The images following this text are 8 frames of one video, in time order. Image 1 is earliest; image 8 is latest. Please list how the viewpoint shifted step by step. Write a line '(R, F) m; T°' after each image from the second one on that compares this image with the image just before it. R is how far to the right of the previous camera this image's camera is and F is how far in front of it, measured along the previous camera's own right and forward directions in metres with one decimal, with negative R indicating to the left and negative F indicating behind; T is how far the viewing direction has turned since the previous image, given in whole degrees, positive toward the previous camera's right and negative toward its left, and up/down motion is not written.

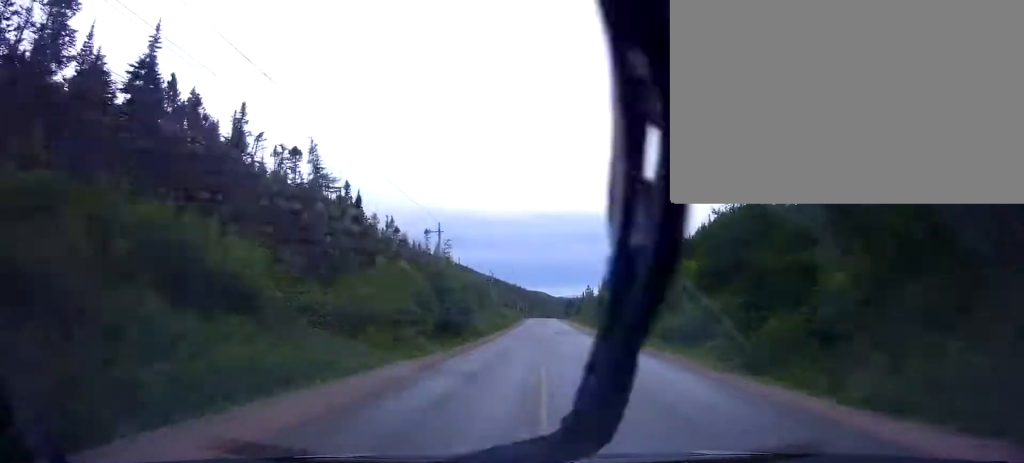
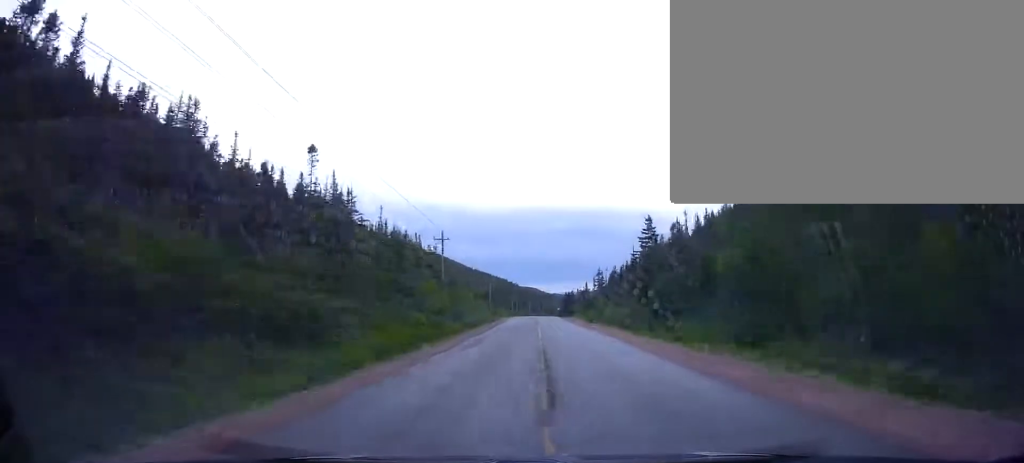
(+0.1, +53.9) m; +1°
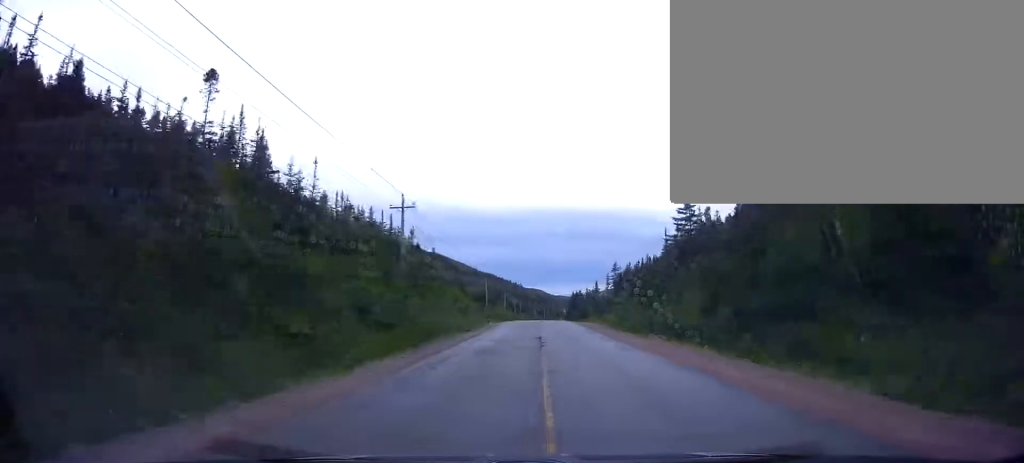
(+0.1, +21.1) m; 0°
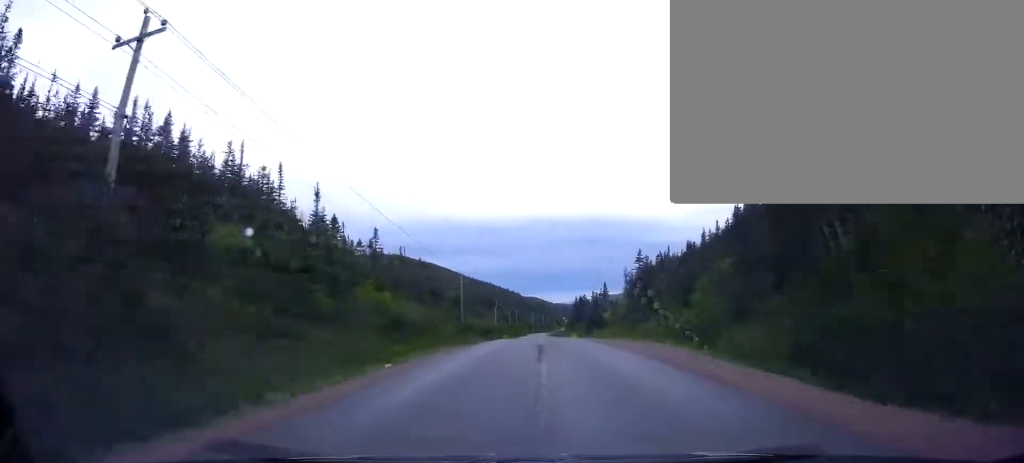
(-0.1, +32.2) m; -1°
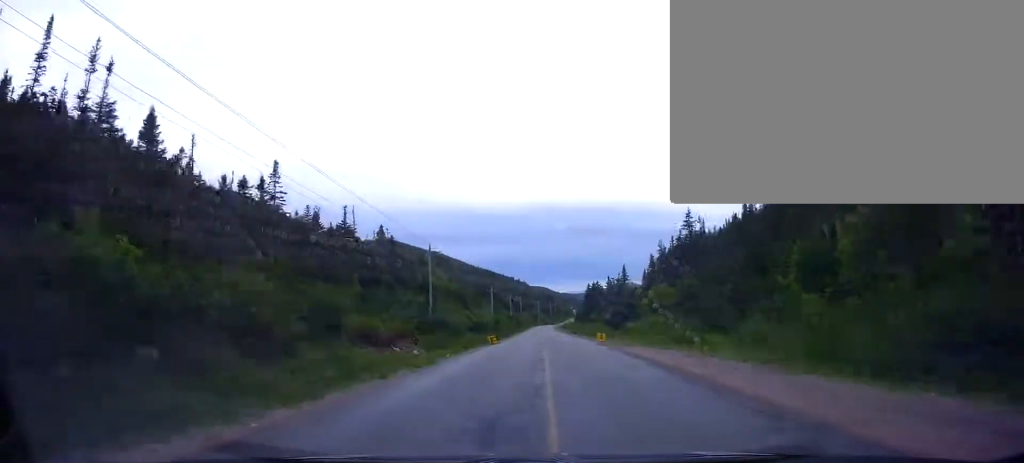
(-0.1, +26.3) m; 0°
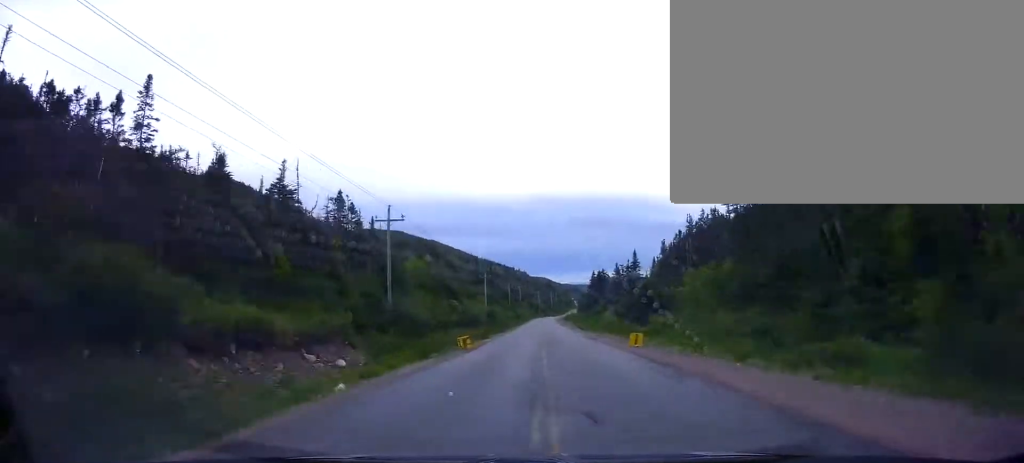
(-0.1, +15.0) m; 0°
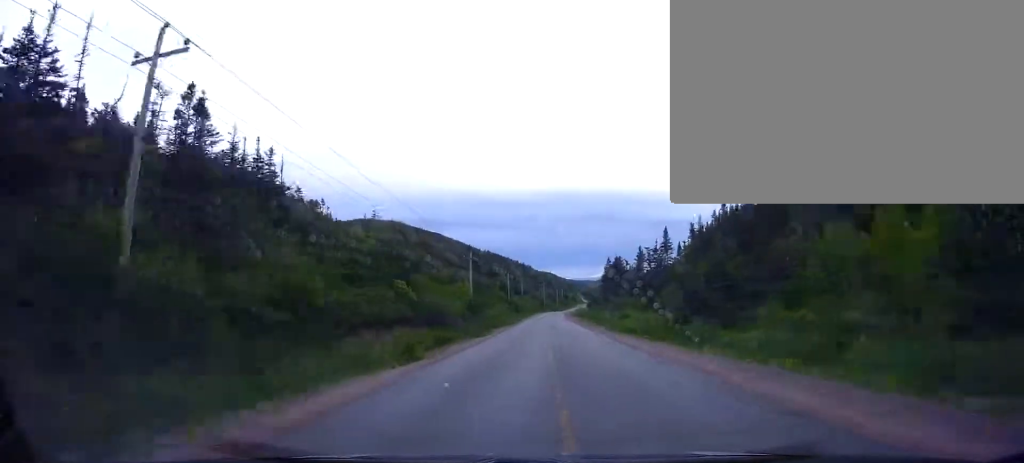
(+0.2, +26.3) m; 0°
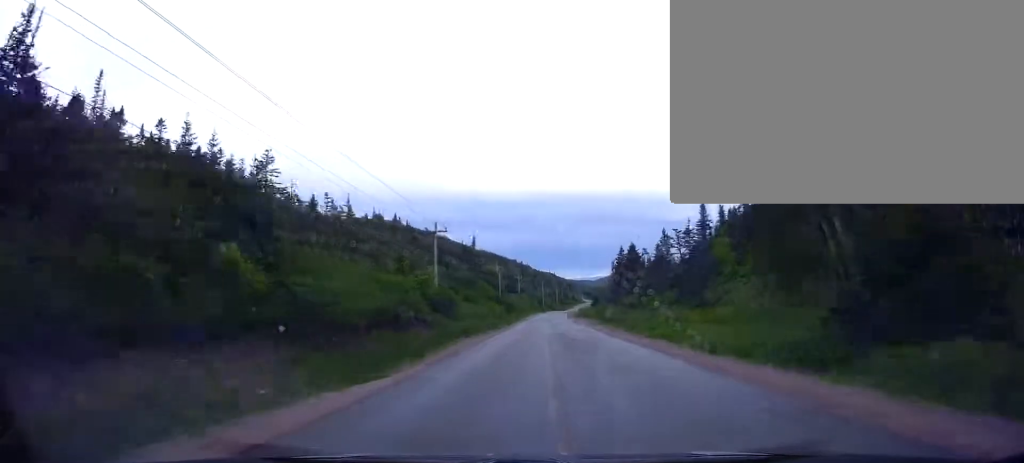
(0.0, +21.9) m; 0°
